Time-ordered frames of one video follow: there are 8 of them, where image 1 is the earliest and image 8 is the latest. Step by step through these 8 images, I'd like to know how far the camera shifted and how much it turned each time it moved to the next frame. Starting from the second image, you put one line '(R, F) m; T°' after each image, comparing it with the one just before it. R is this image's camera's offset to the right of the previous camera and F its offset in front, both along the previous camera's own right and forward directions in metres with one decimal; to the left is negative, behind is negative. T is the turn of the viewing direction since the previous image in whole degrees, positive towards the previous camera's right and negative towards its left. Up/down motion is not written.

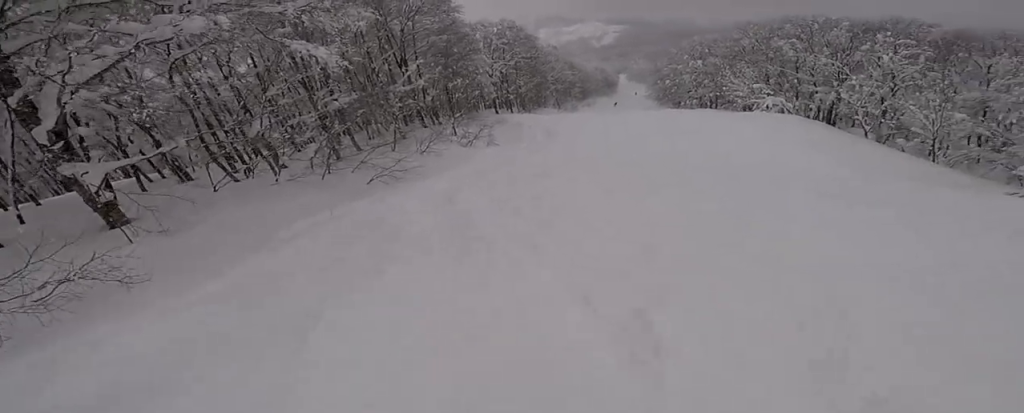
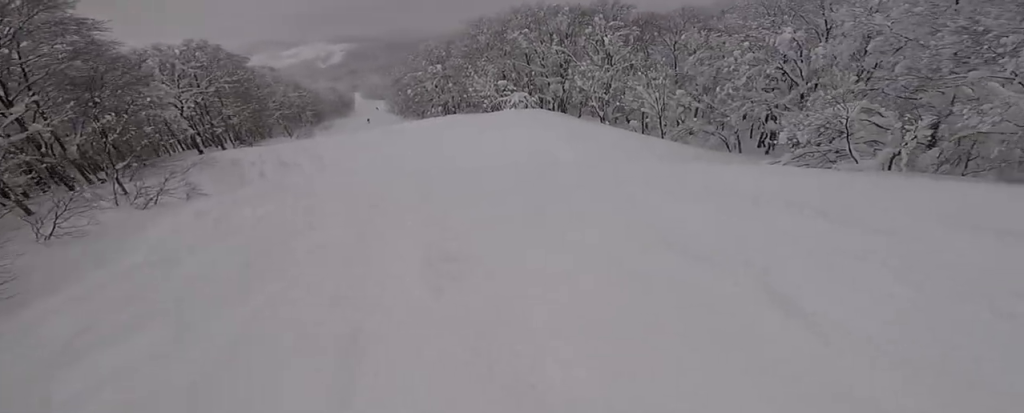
(+1.4, +5.5) m; +16°
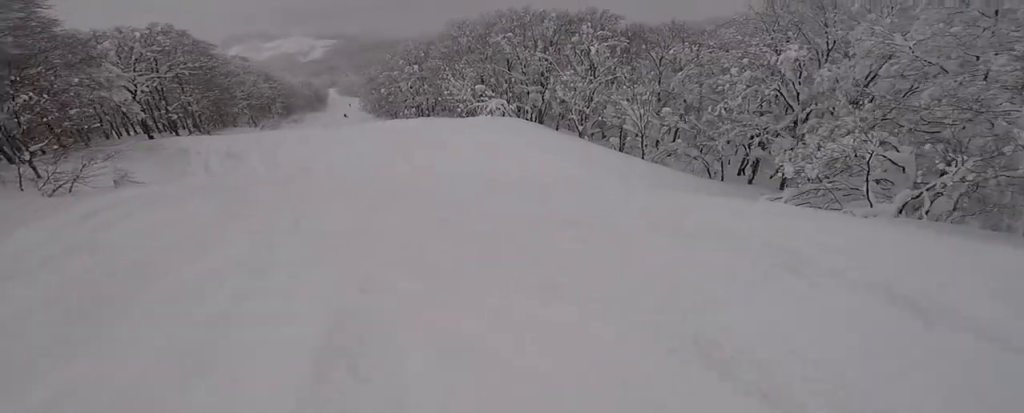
(+0.2, +2.4) m; +2°
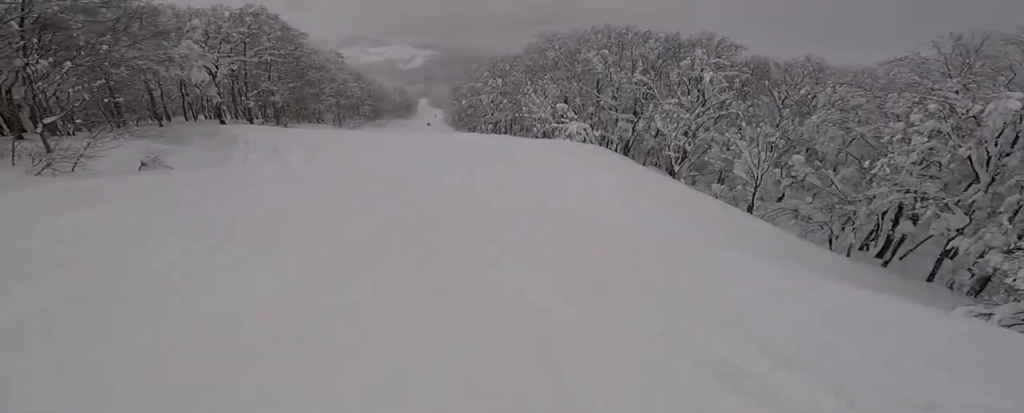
(-0.1, +3.9) m; -14°
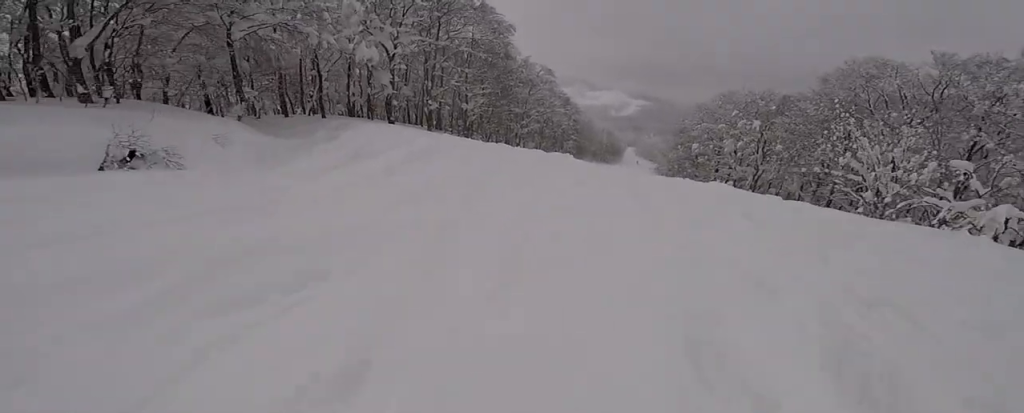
(-3.5, +10.2) m; -23°
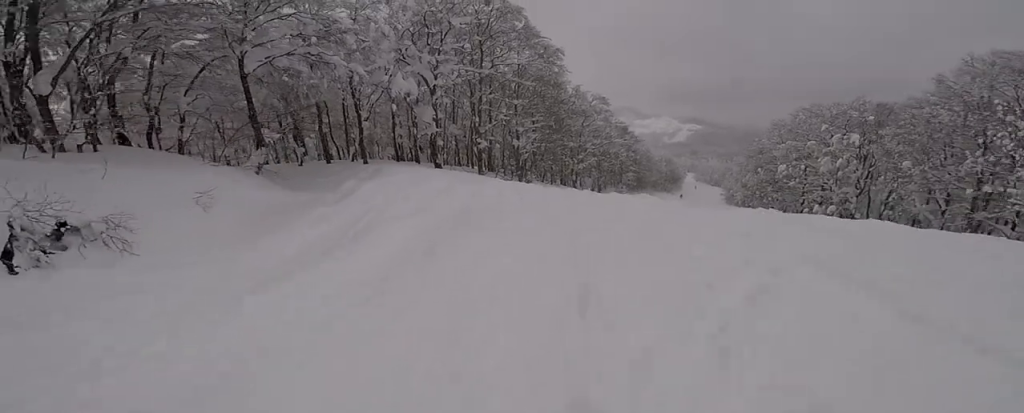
(+0.1, +3.7) m; +3°
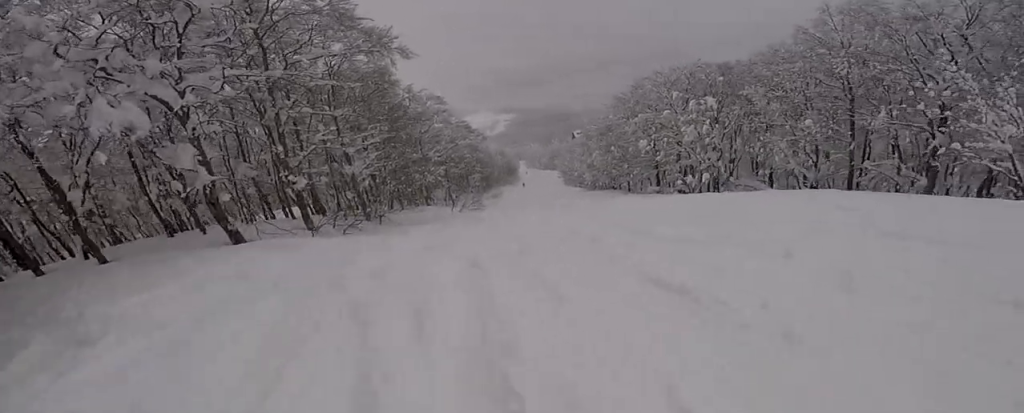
(+1.0, +7.4) m; +25°
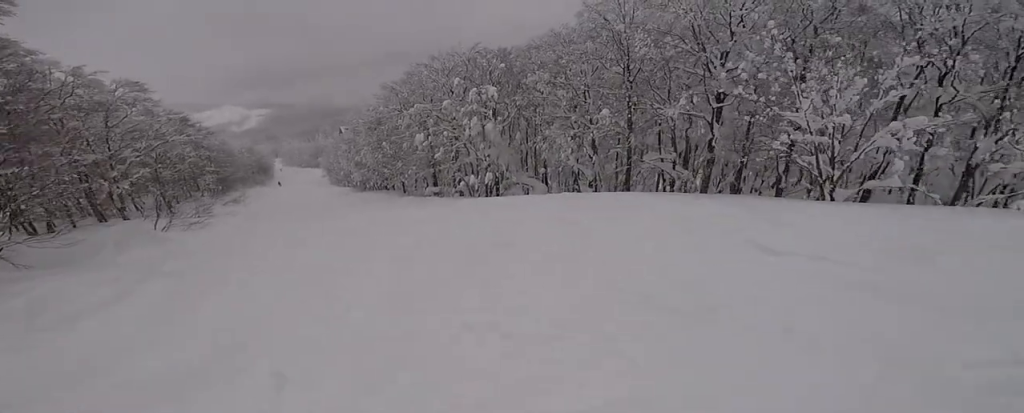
(+2.0, +6.7) m; +18°
